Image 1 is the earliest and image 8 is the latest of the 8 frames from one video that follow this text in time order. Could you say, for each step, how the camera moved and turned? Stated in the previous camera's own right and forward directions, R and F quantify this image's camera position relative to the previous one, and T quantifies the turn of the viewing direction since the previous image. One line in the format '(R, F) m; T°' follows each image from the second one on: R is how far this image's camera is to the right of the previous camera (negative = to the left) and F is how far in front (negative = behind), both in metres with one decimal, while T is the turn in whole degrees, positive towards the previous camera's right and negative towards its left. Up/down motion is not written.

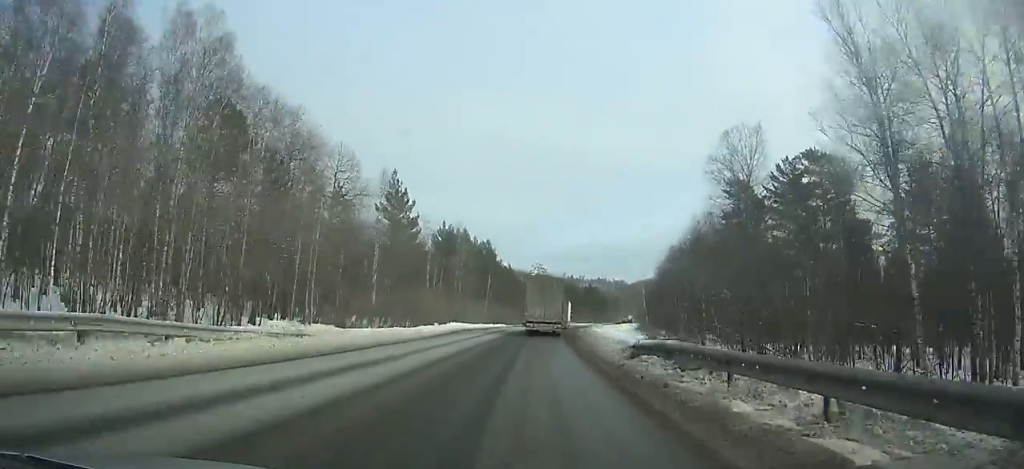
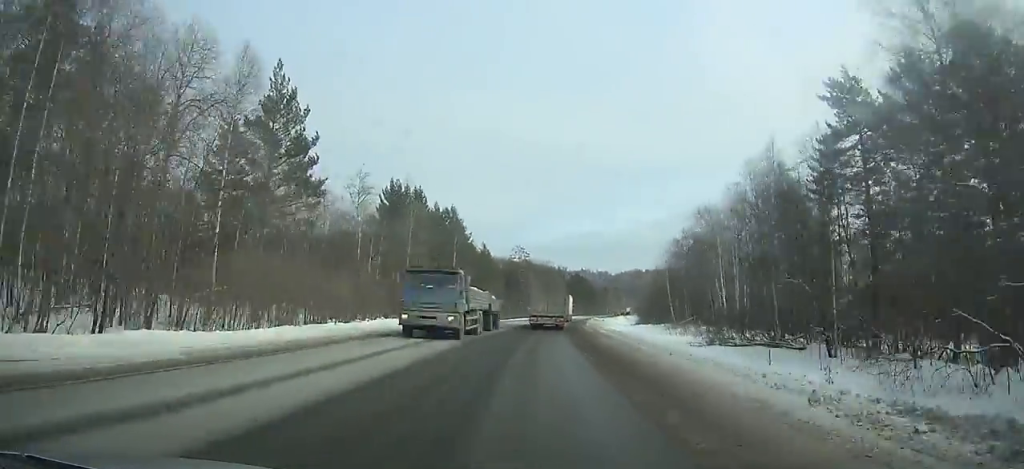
(+0.5, +30.1) m; +2°
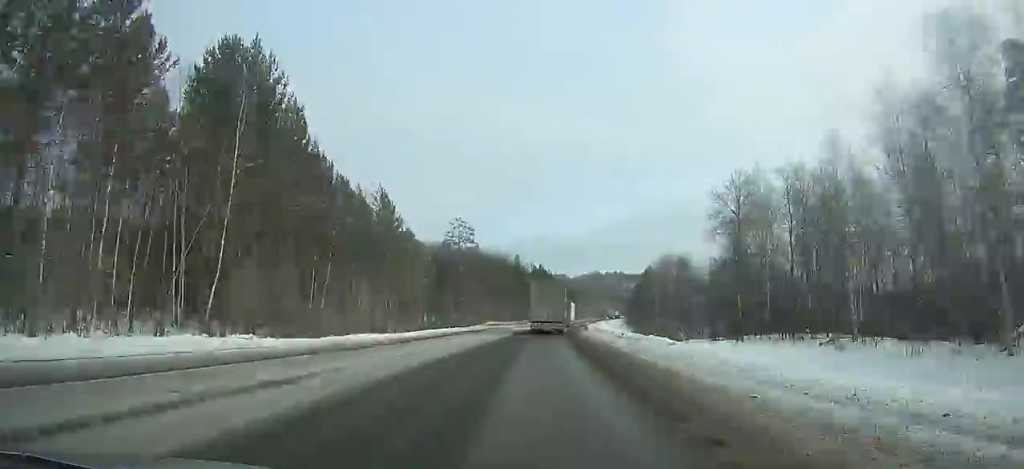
(+1.7, +58.6) m; +4°
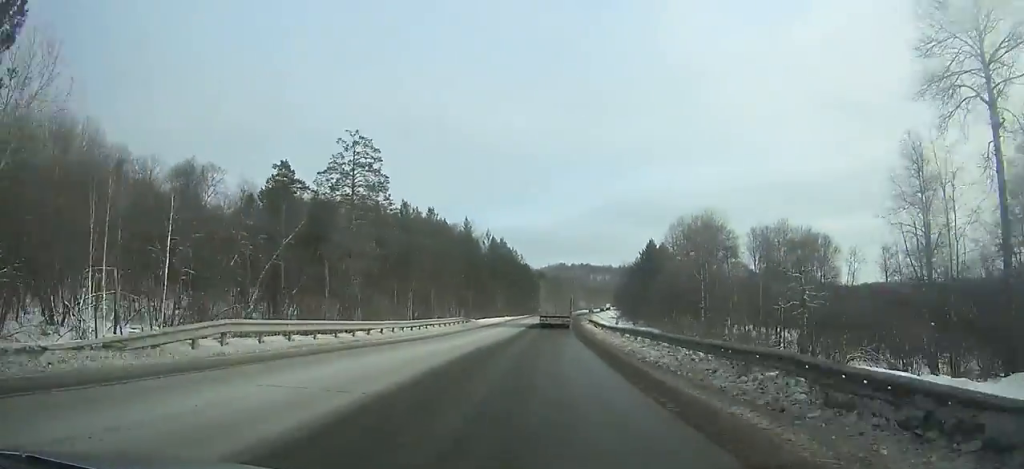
(+1.8, +55.2) m; +4°
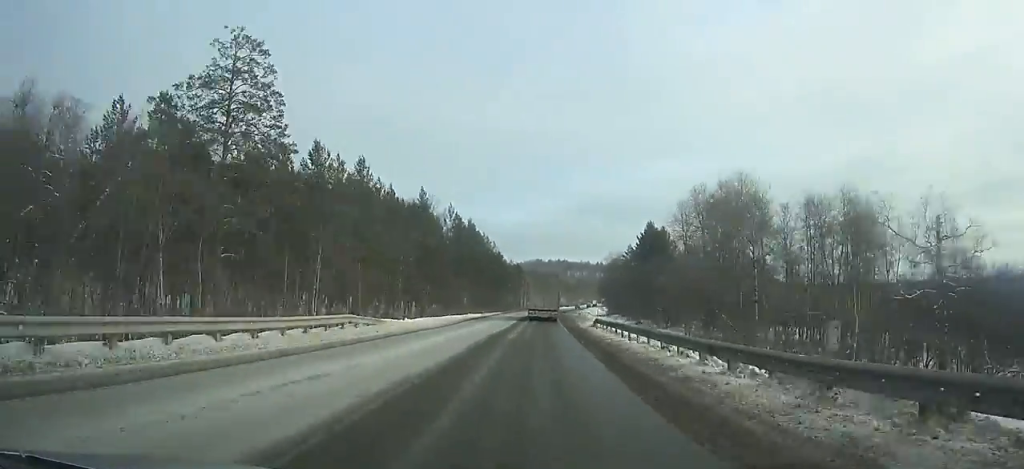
(+0.3, +24.9) m; +2°
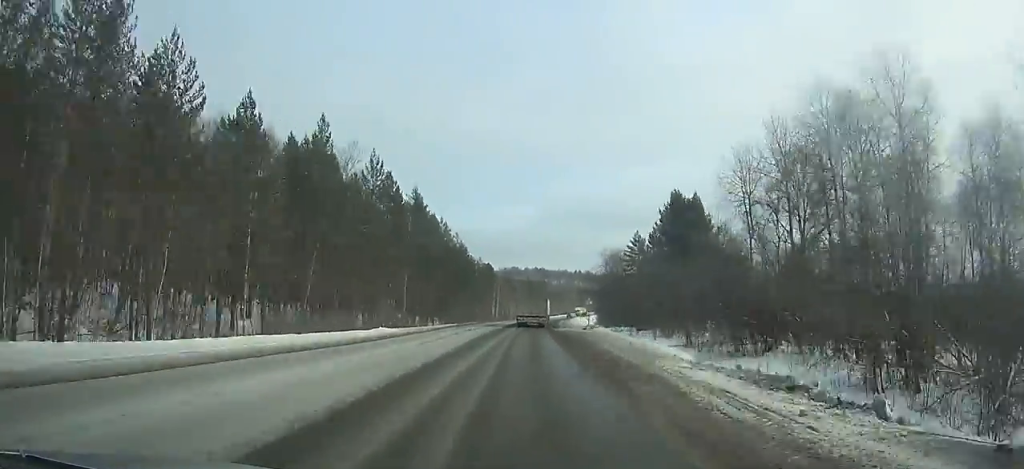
(+0.9, +38.6) m; +2°
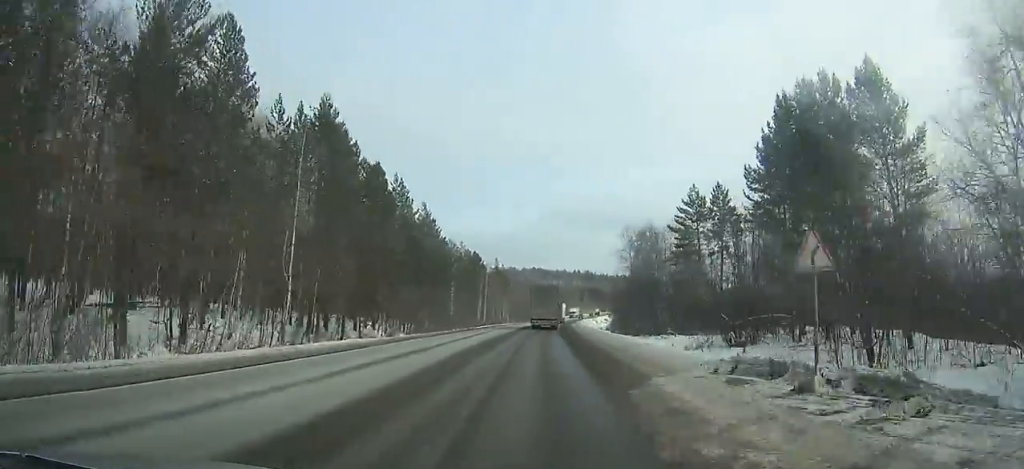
(+0.5, +39.0) m; +2°
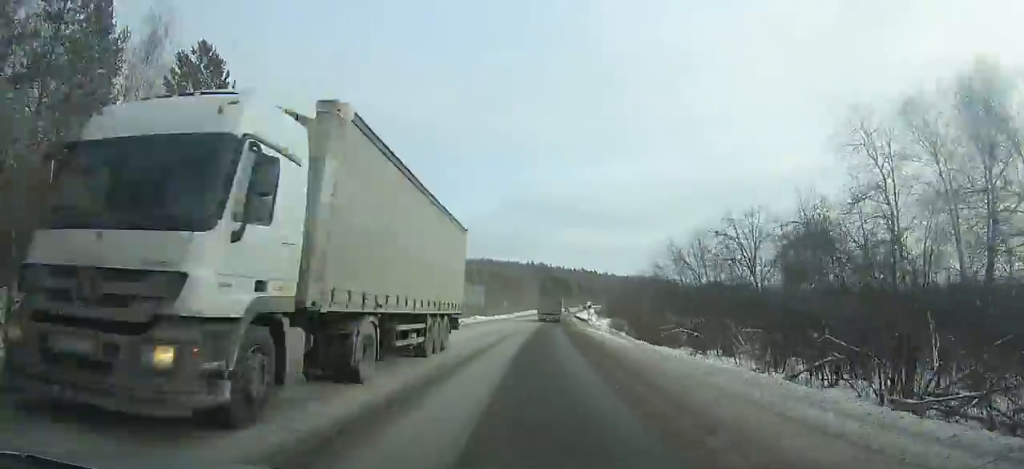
(+4.1, +108.6) m; +5°
